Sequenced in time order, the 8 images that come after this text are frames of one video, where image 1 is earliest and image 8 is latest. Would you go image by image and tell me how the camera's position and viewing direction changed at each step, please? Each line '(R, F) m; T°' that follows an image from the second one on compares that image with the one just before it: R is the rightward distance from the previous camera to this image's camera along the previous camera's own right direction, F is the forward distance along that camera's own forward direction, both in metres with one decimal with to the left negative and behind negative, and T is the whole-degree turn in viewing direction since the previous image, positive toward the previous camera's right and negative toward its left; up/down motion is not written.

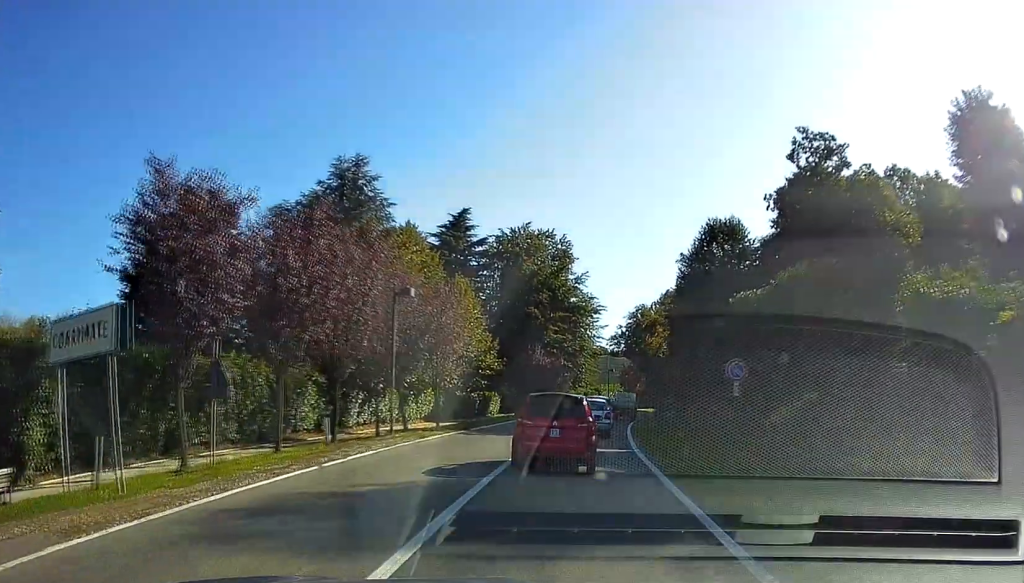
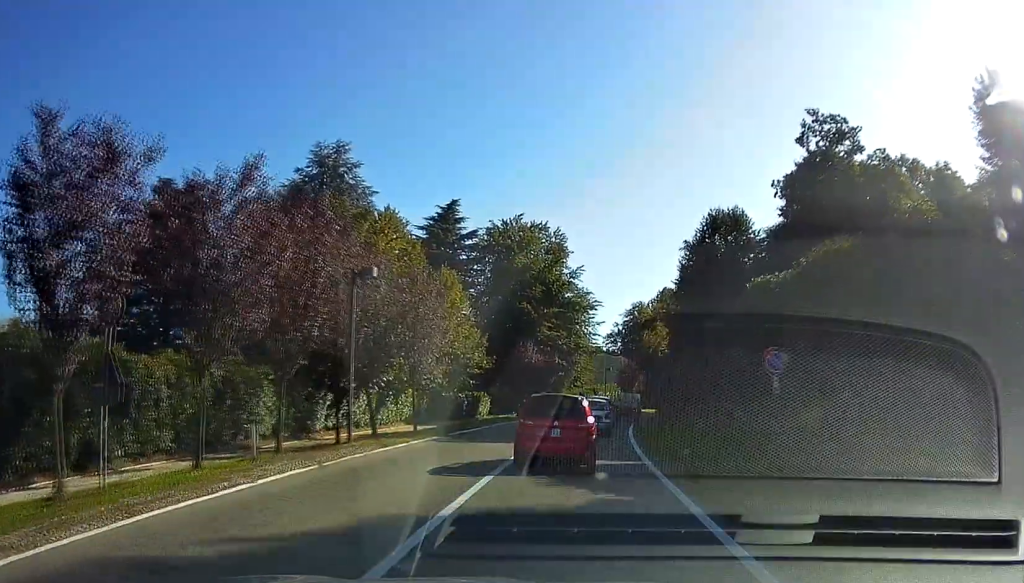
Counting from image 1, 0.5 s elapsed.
(+0.1, +4.1) m; +1°
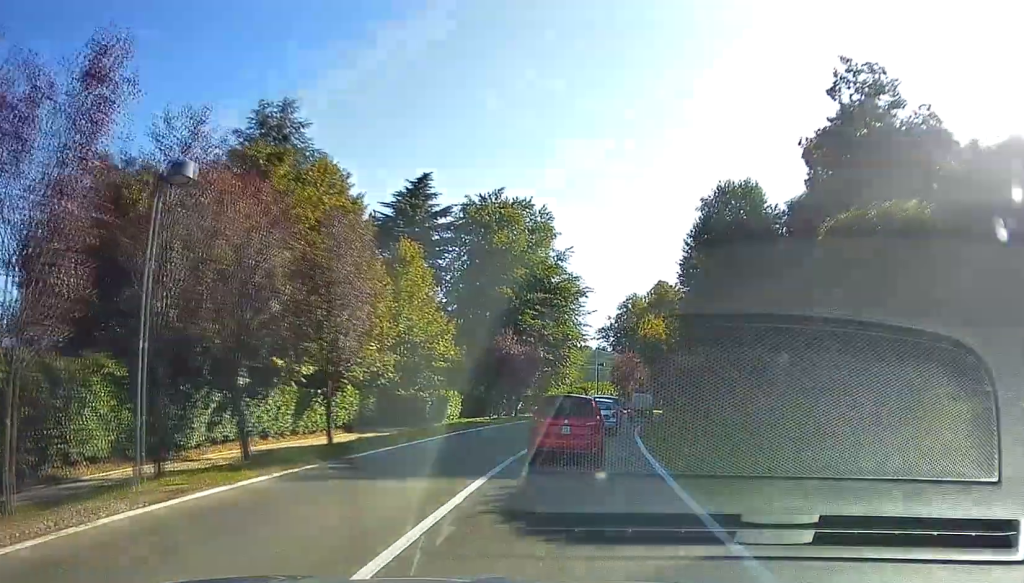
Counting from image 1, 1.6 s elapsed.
(0.0, +9.4) m; 0°
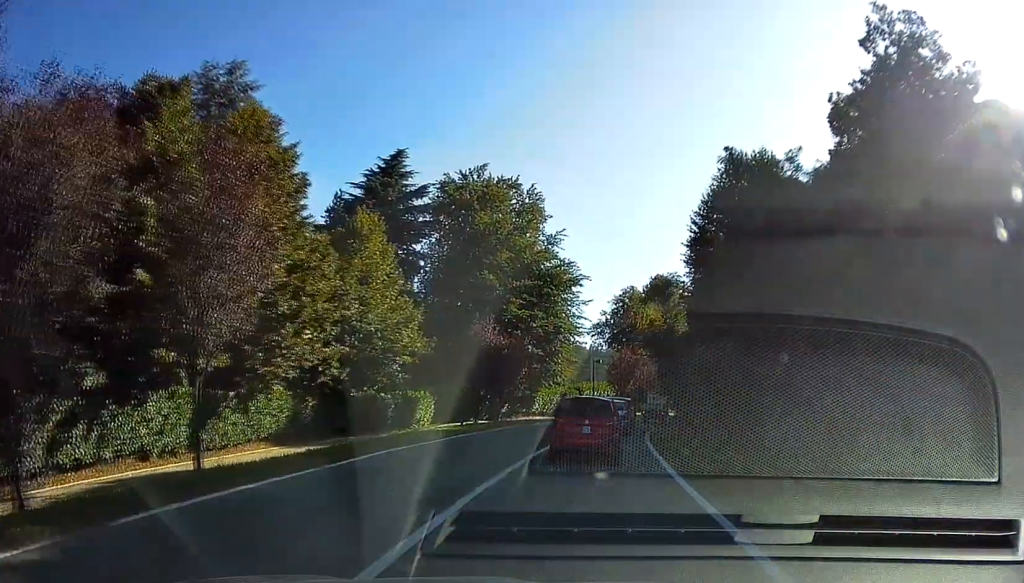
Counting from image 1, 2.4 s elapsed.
(0.0, +7.1) m; +2°
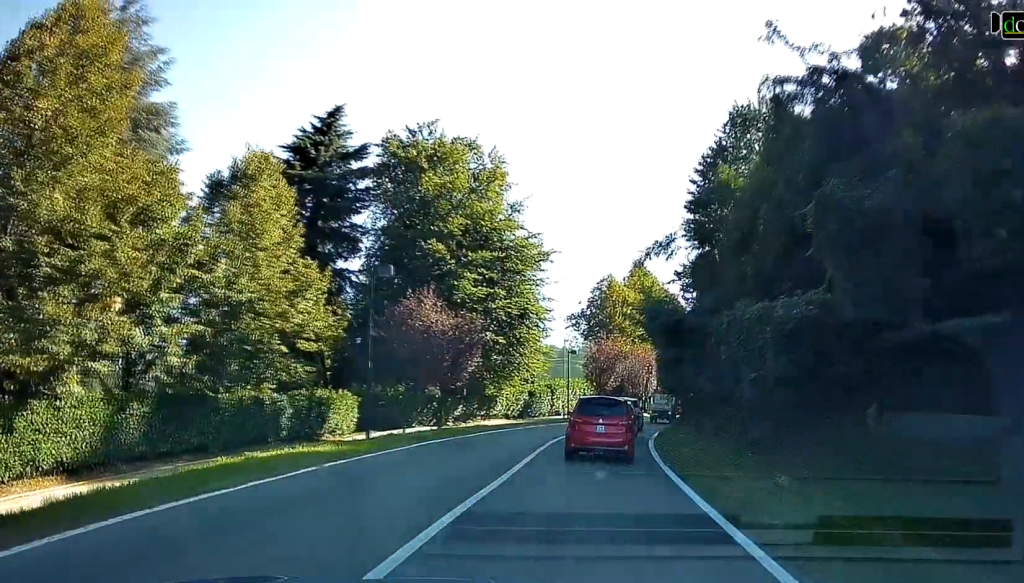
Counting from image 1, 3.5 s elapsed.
(+0.4, +10.0) m; +1°
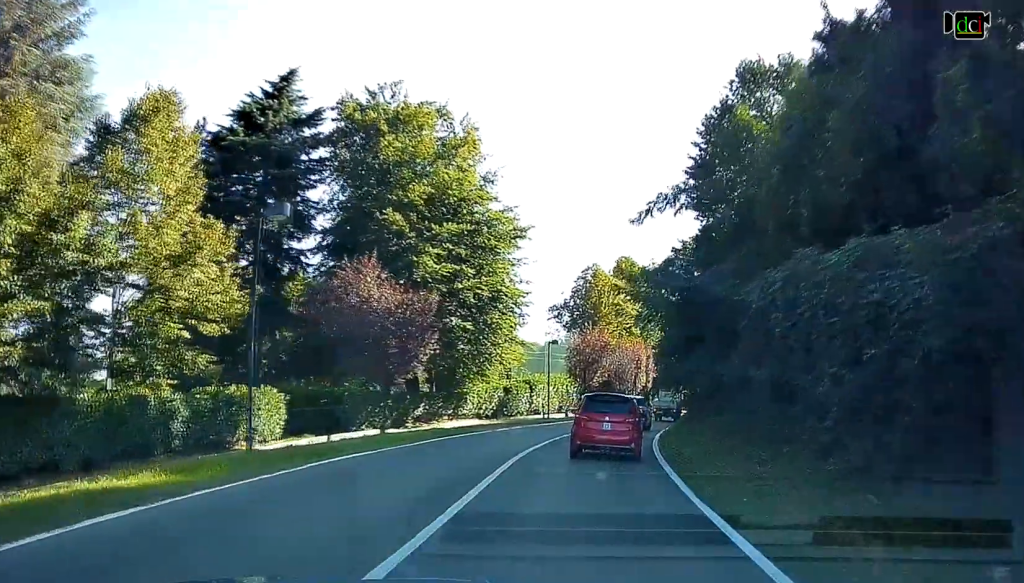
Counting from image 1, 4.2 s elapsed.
(-0.2, +6.3) m; 0°
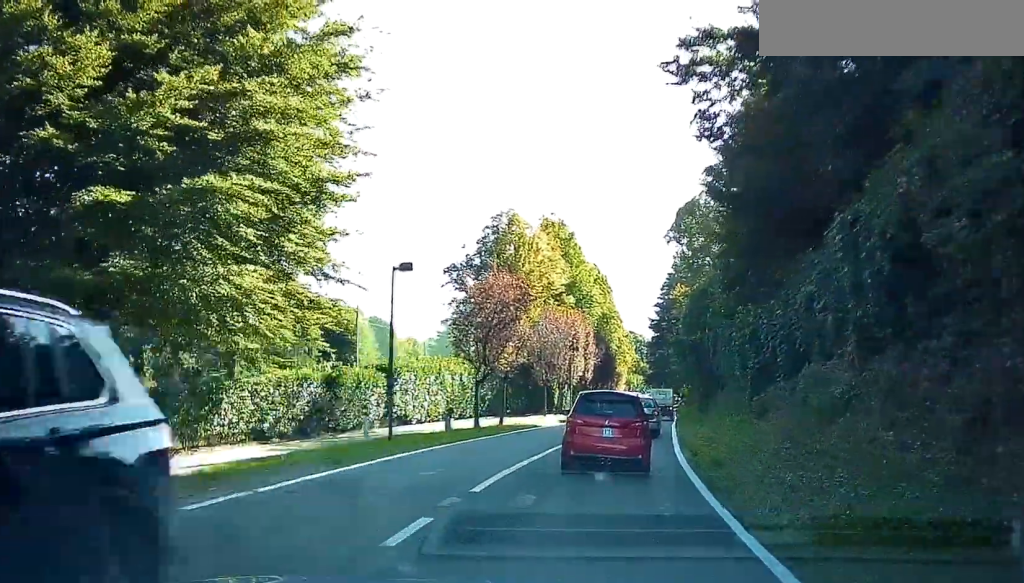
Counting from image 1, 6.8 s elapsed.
(+1.7, +24.1) m; +7°
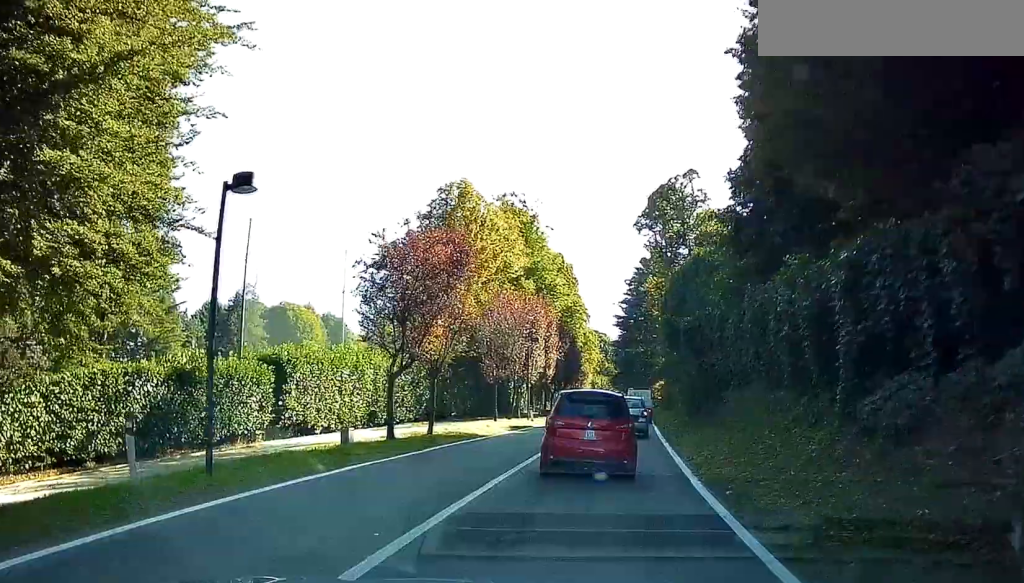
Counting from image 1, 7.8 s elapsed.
(0.0, +8.5) m; +2°
